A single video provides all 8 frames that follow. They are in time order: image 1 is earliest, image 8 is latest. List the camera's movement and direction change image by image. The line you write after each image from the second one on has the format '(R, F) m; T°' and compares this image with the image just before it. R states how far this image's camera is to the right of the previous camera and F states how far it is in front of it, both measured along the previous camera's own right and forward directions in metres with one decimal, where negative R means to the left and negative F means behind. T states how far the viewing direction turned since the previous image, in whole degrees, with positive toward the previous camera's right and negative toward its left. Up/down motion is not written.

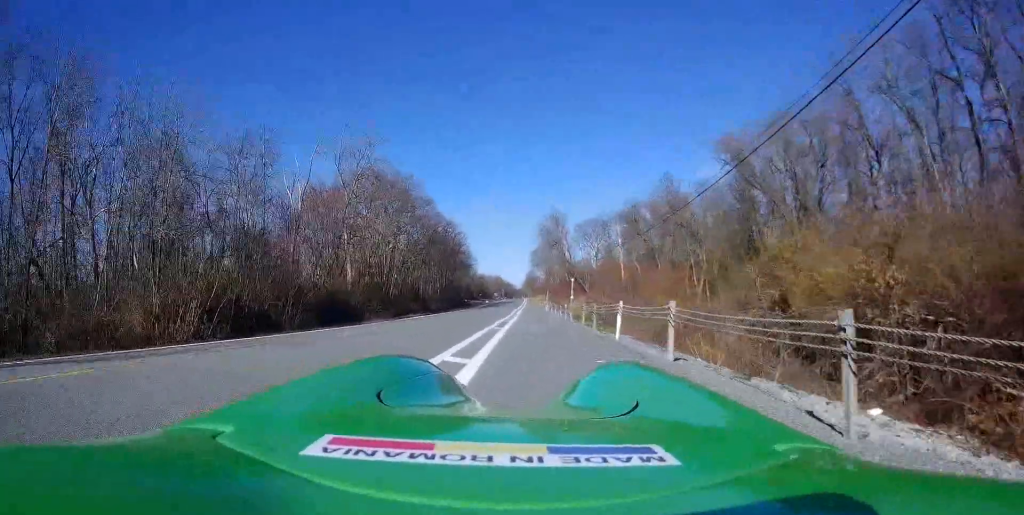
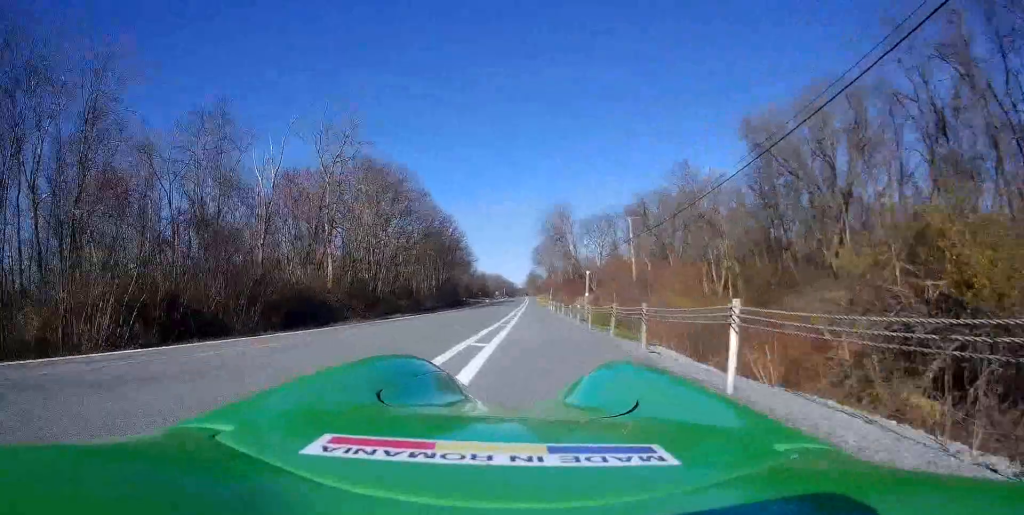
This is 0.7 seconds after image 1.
(+0.1, +6.7) m; 0°
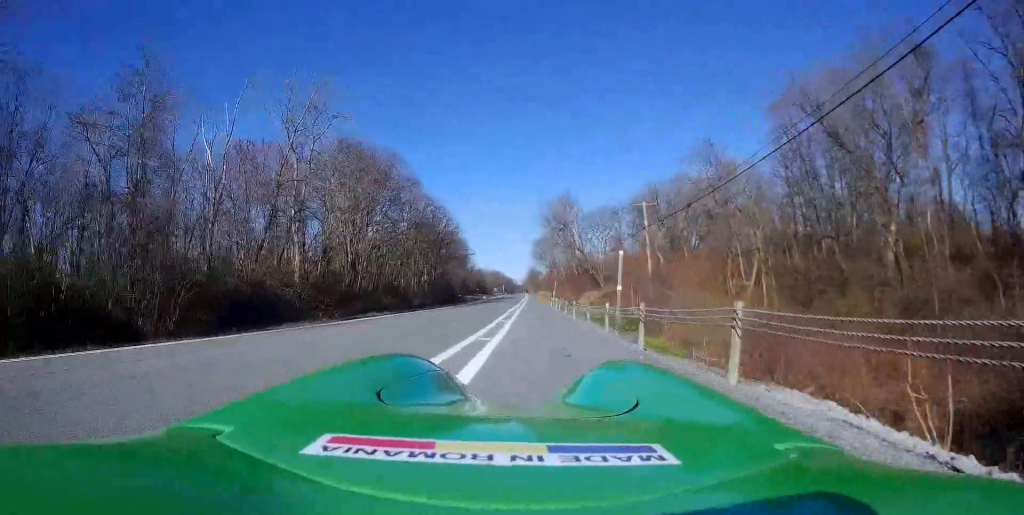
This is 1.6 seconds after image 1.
(0.0, +8.4) m; +1°
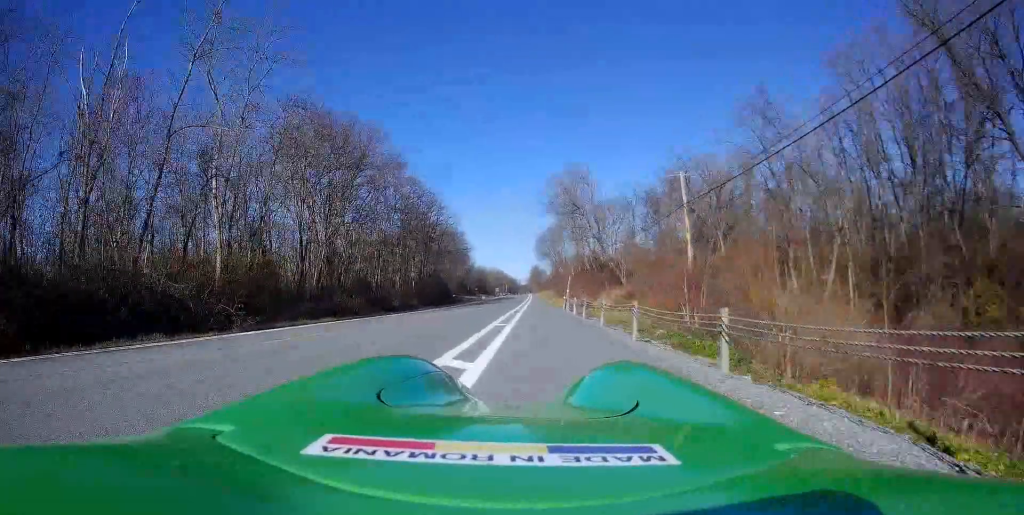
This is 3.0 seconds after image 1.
(+0.3, +13.2) m; +1°
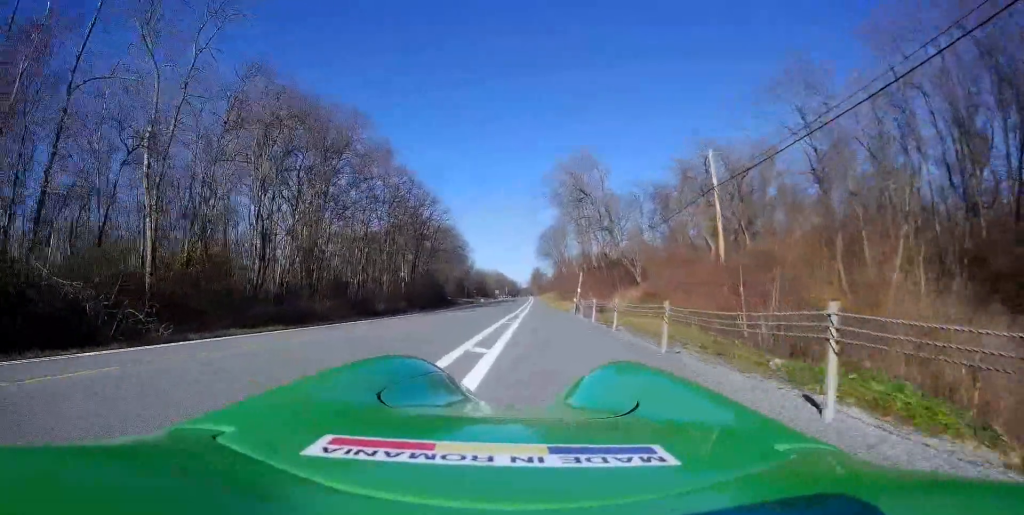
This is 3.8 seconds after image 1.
(-0.2, +7.7) m; -1°
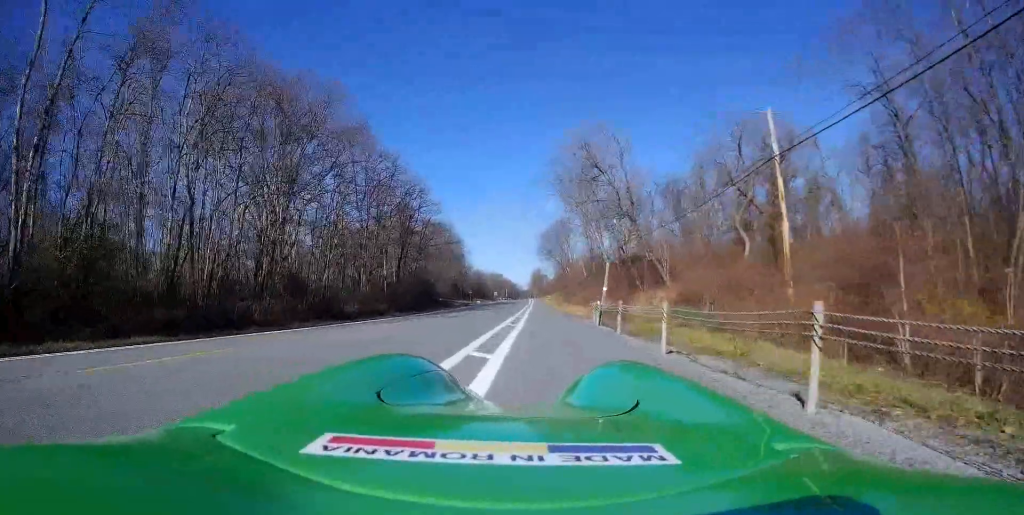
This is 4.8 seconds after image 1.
(-0.1, +9.8) m; +1°
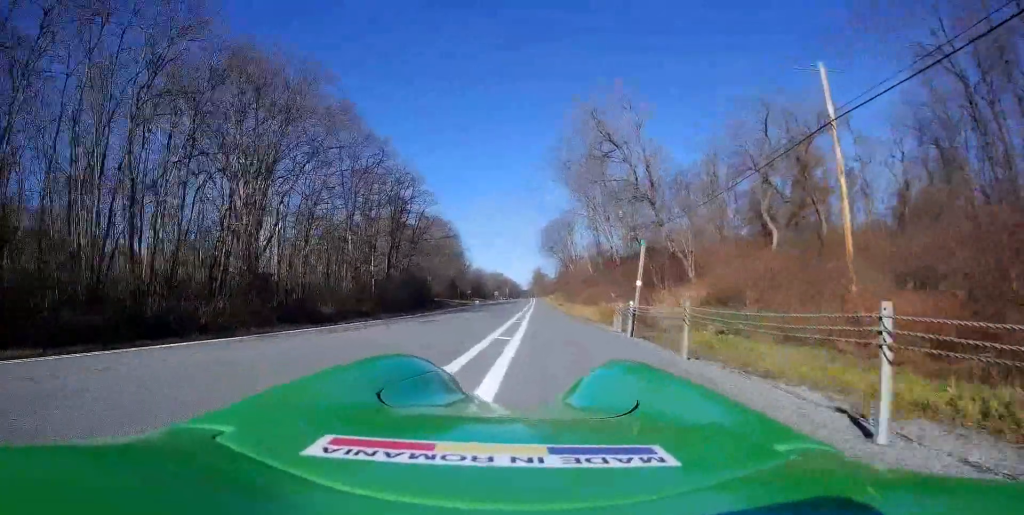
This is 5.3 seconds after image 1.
(0.0, +5.5) m; +1°
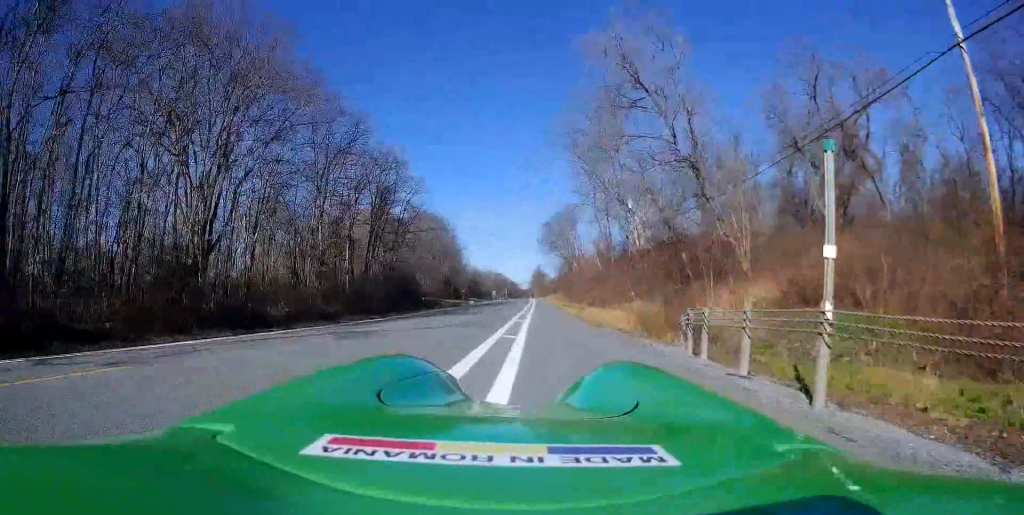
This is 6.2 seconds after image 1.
(+0.2, +8.2) m; 0°
